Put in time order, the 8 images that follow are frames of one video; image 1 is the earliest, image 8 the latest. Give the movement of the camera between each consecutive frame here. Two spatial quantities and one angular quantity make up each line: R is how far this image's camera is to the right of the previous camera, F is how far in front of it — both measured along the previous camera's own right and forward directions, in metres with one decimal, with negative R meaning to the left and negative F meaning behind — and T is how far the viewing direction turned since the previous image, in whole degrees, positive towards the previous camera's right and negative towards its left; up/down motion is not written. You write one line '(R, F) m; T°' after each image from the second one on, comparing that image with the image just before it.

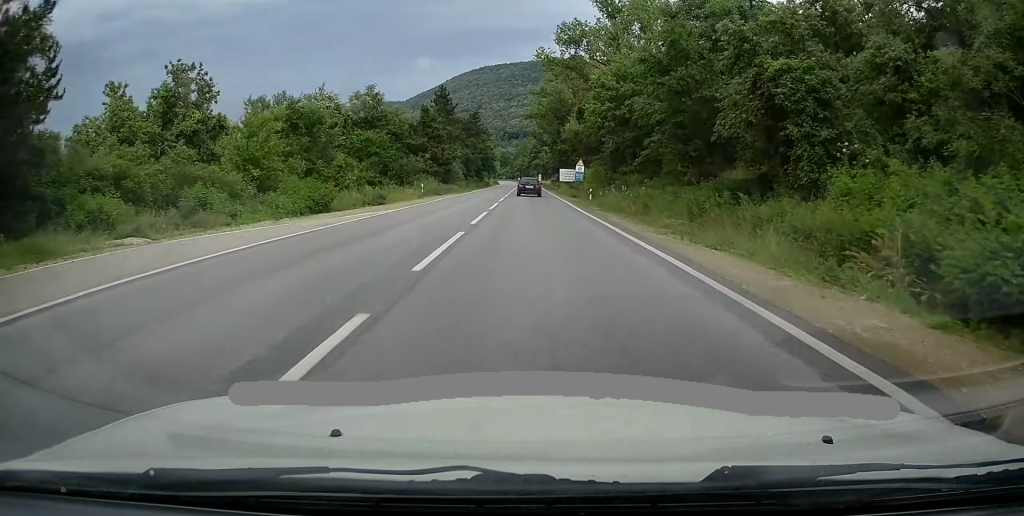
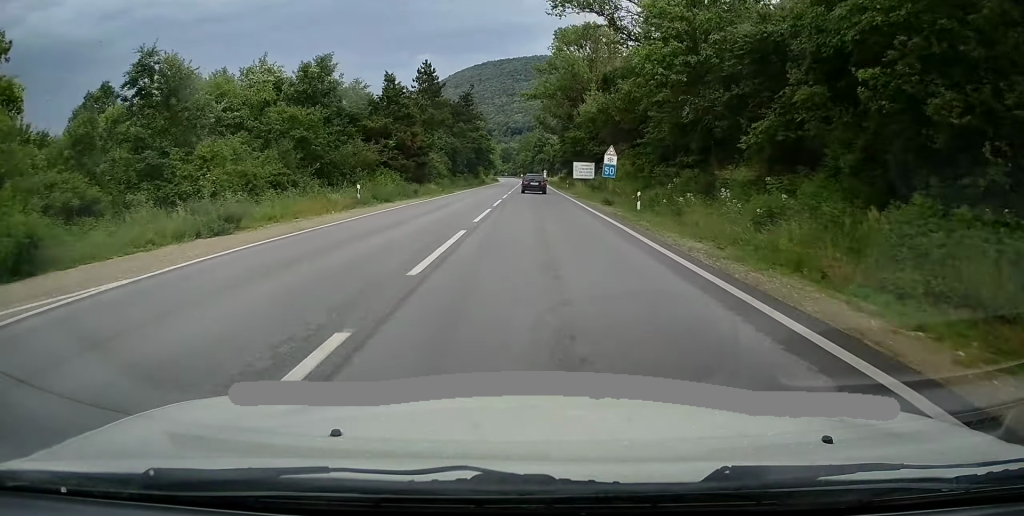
(0.0, +18.2) m; 0°
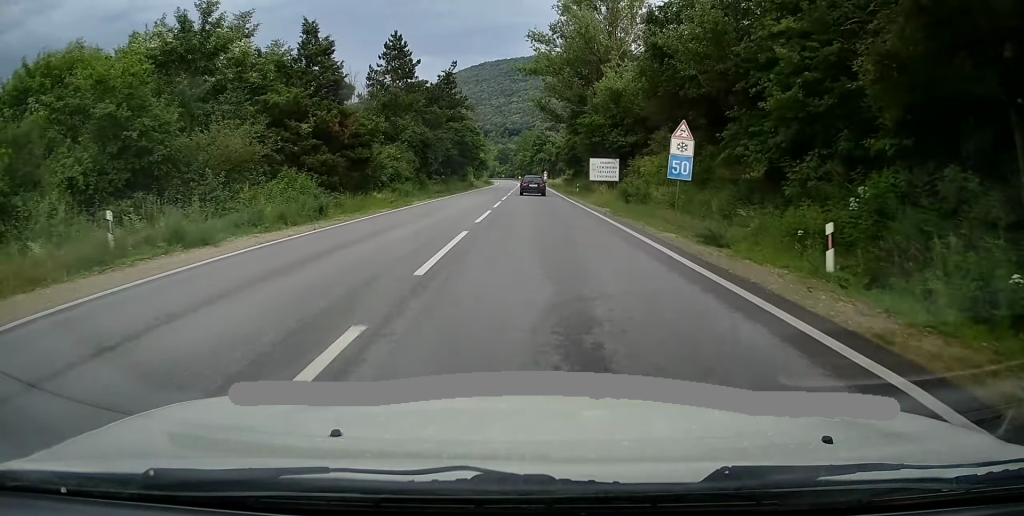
(-0.1, +17.4) m; 0°
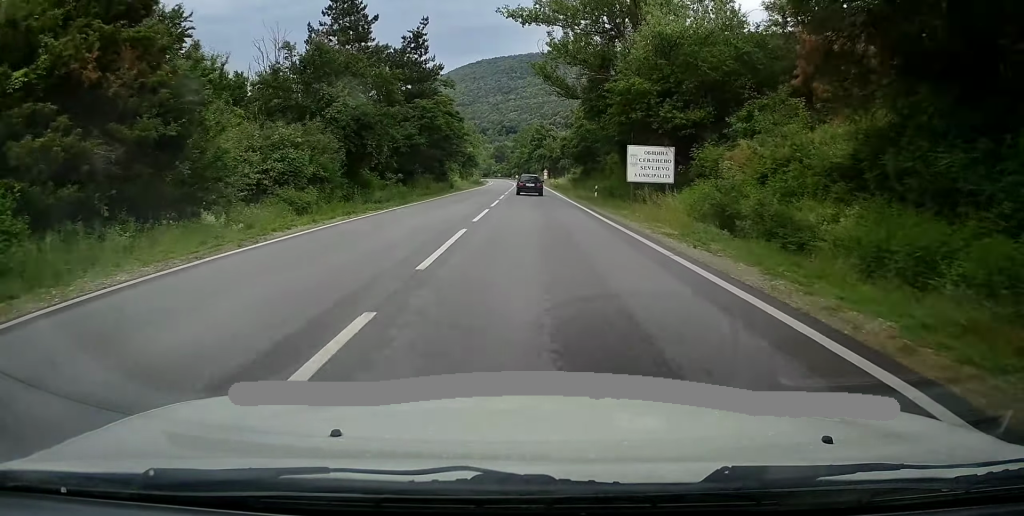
(0.0, +17.5) m; 0°
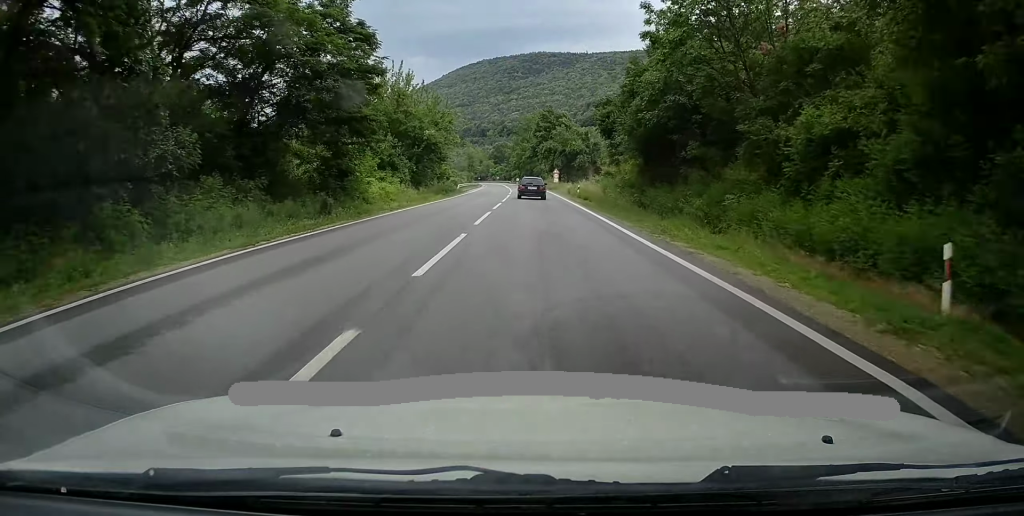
(+0.2, +35.8) m; +1°
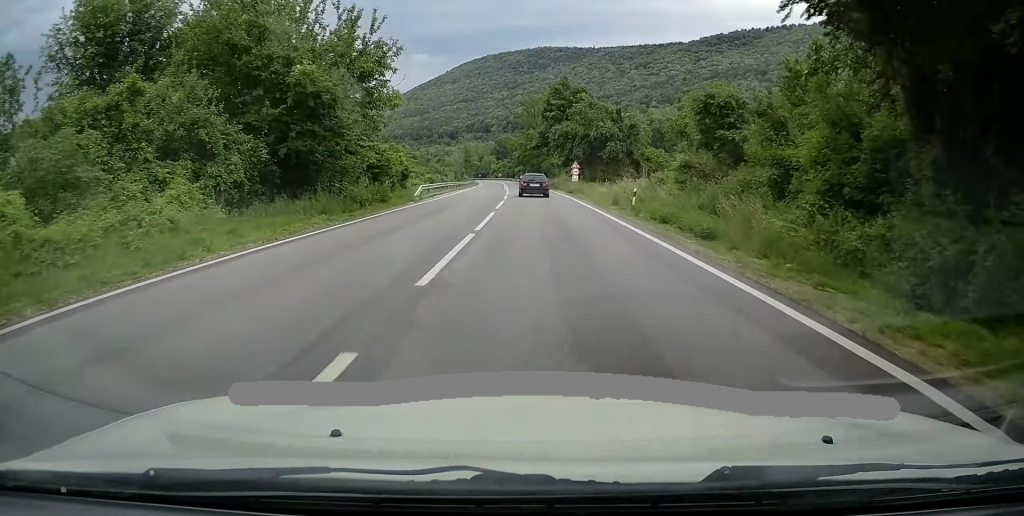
(+0.1, +27.3) m; 0°
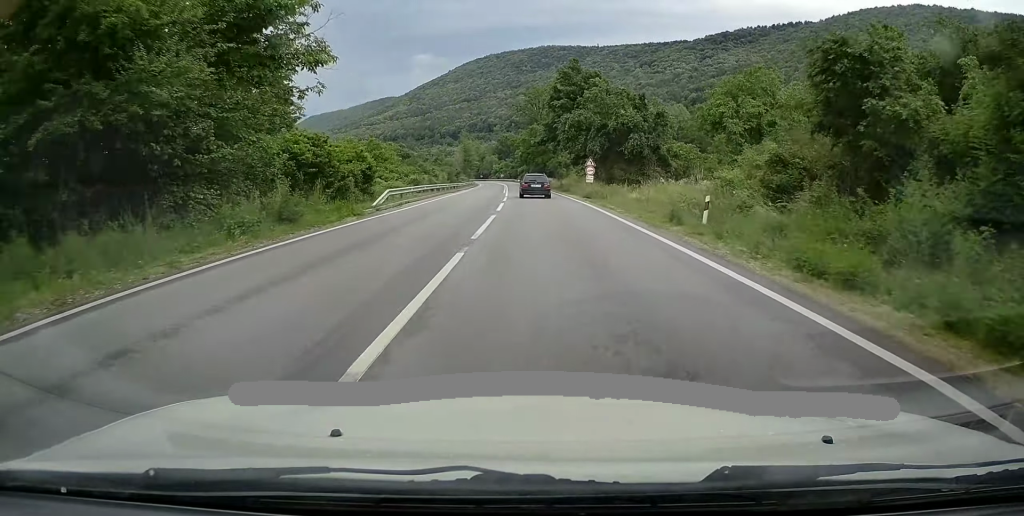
(0.0, +11.3) m; 0°
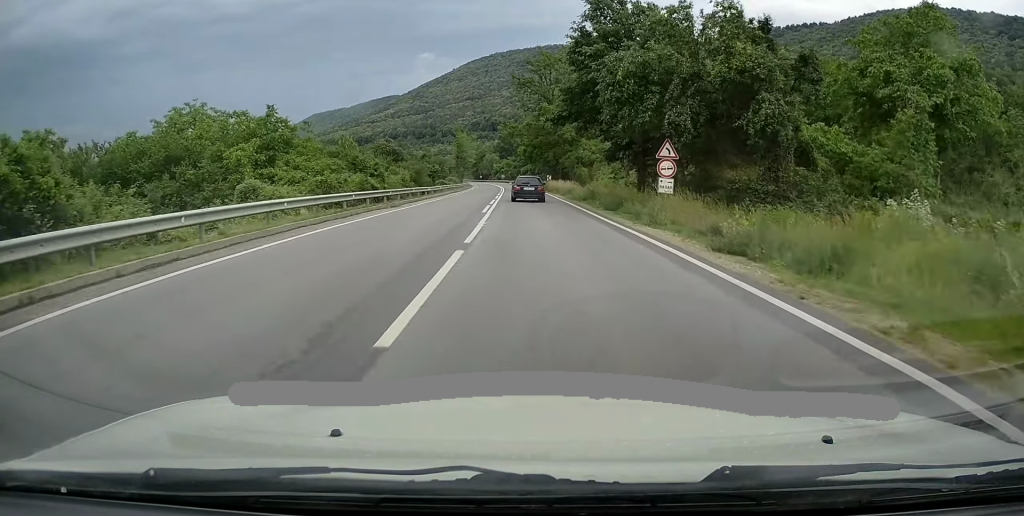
(-0.3, +26.7) m; -1°
